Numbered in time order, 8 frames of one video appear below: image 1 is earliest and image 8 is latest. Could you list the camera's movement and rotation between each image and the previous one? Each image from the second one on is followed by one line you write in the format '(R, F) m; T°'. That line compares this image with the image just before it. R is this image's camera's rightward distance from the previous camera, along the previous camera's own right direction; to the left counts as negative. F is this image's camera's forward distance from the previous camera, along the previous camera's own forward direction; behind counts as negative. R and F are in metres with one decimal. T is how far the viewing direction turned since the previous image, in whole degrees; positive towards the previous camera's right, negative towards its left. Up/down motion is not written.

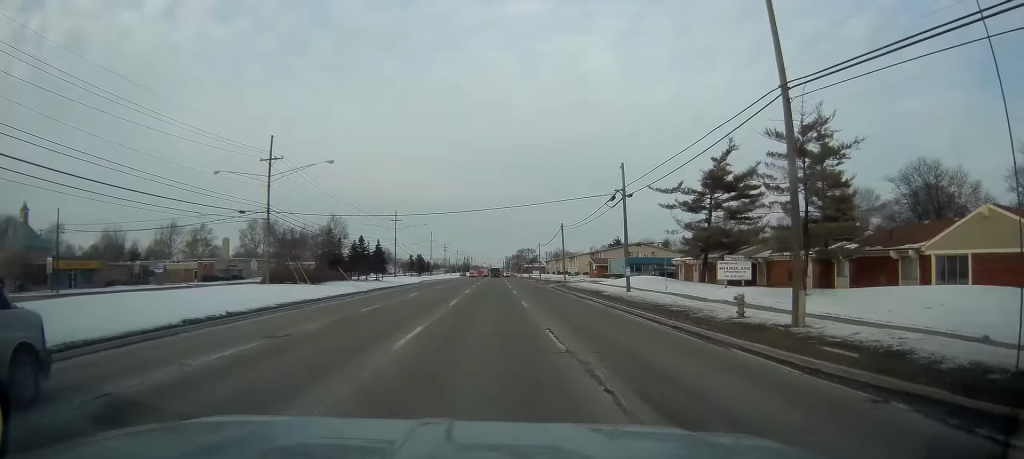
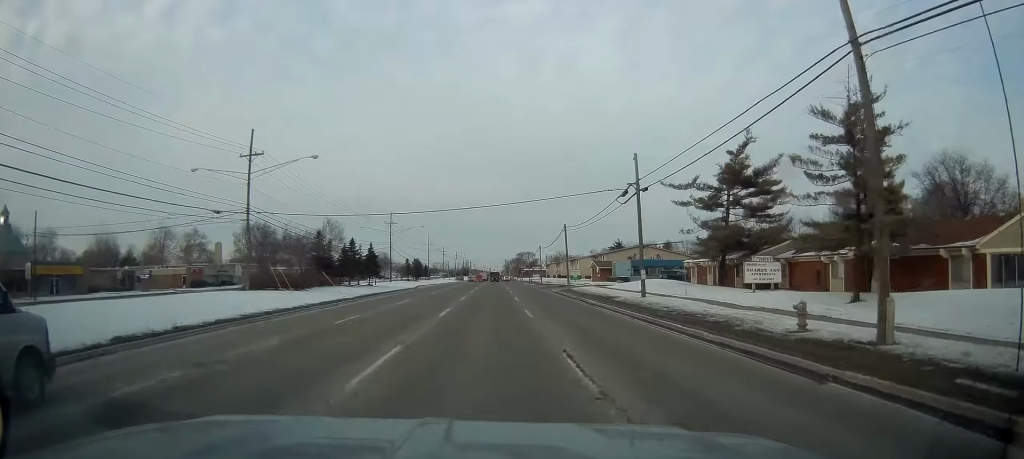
(-0.2, +3.7) m; +1°
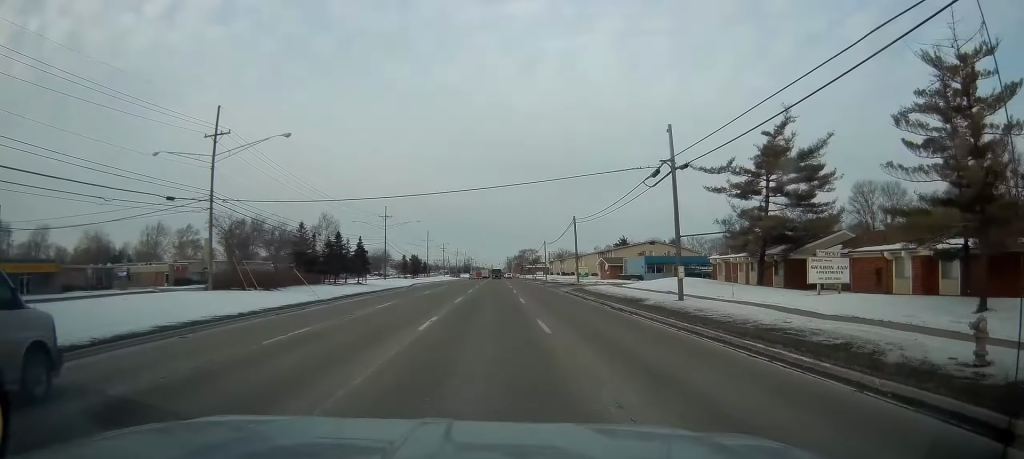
(+0.4, +6.6) m; 0°
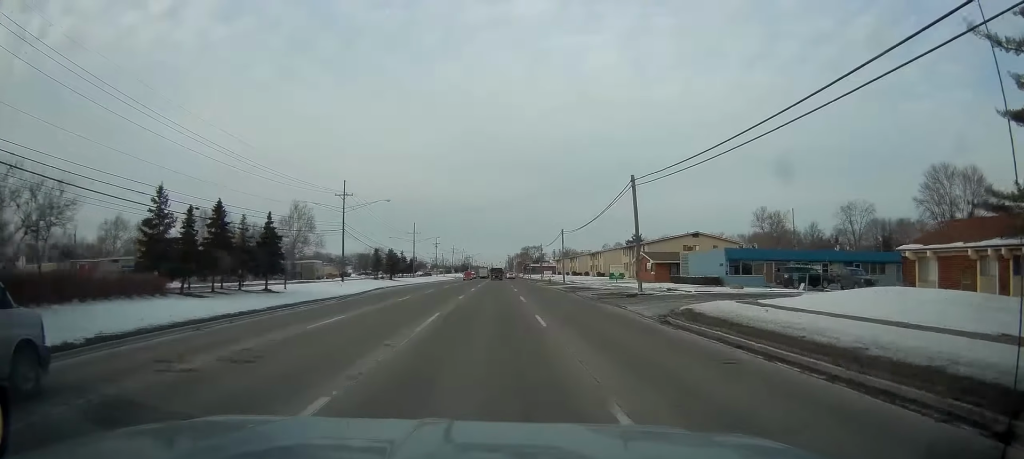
(+0.5, +28.2) m; +3°
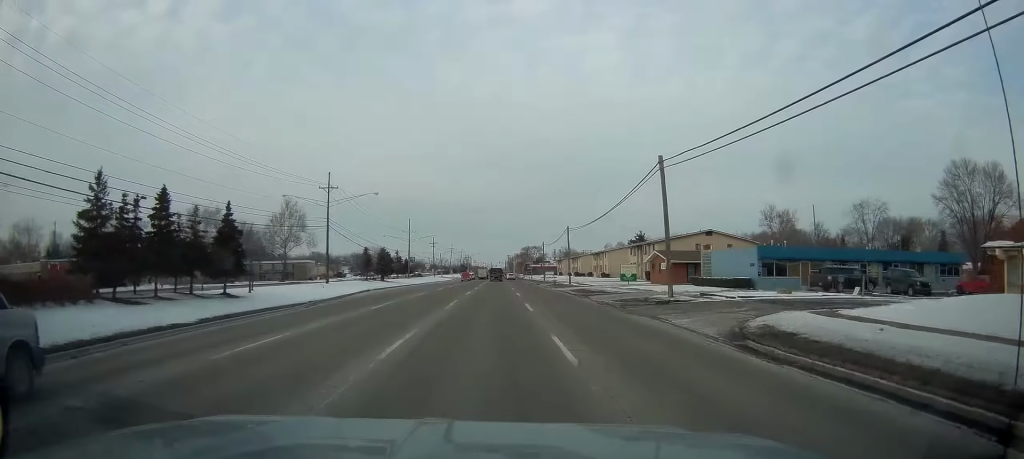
(+0.1, +7.0) m; -2°
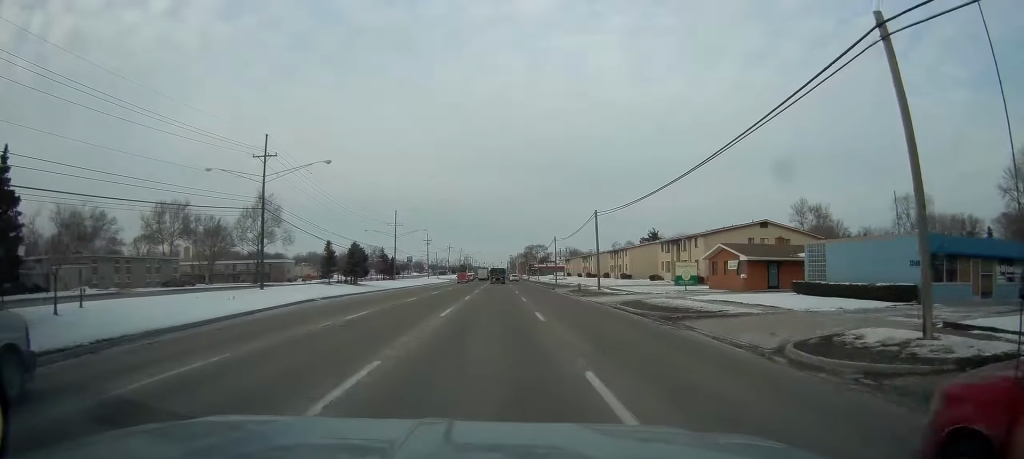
(-0.5, +20.8) m; +1°
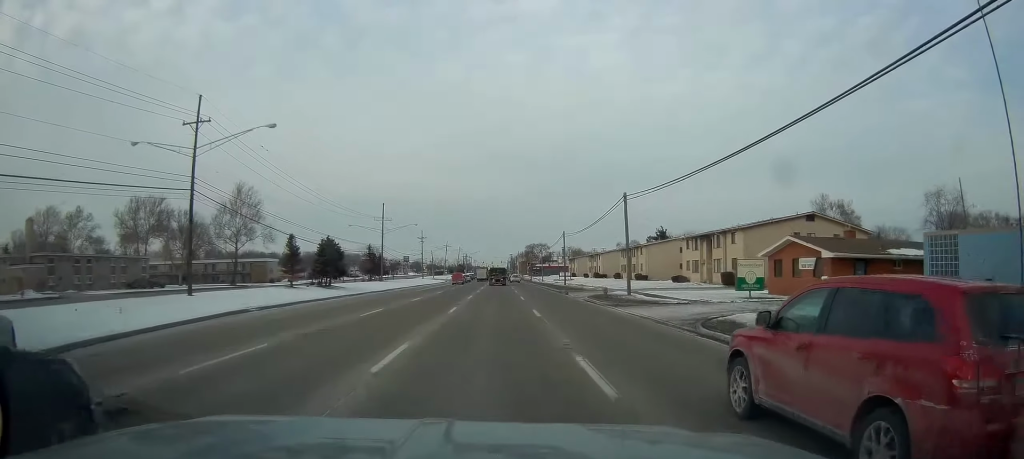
(+0.4, +12.8) m; +2°
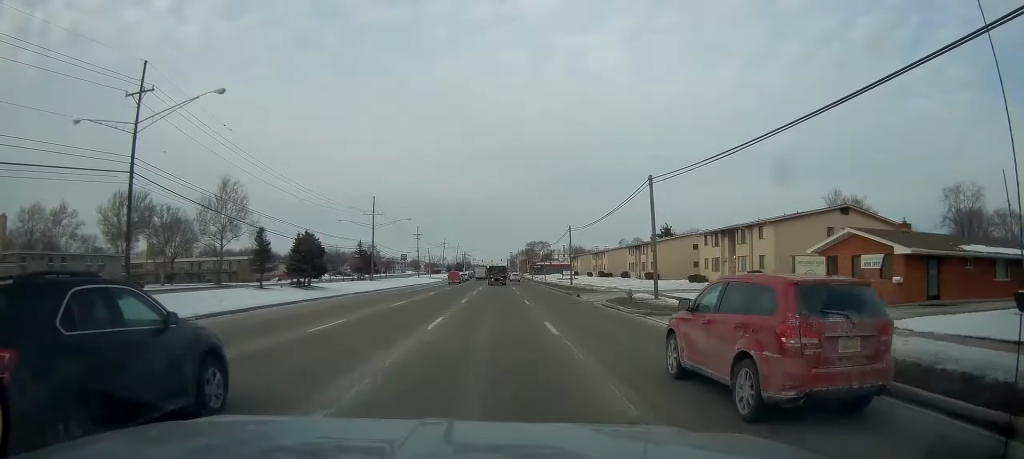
(0.0, +7.5) m; 0°
